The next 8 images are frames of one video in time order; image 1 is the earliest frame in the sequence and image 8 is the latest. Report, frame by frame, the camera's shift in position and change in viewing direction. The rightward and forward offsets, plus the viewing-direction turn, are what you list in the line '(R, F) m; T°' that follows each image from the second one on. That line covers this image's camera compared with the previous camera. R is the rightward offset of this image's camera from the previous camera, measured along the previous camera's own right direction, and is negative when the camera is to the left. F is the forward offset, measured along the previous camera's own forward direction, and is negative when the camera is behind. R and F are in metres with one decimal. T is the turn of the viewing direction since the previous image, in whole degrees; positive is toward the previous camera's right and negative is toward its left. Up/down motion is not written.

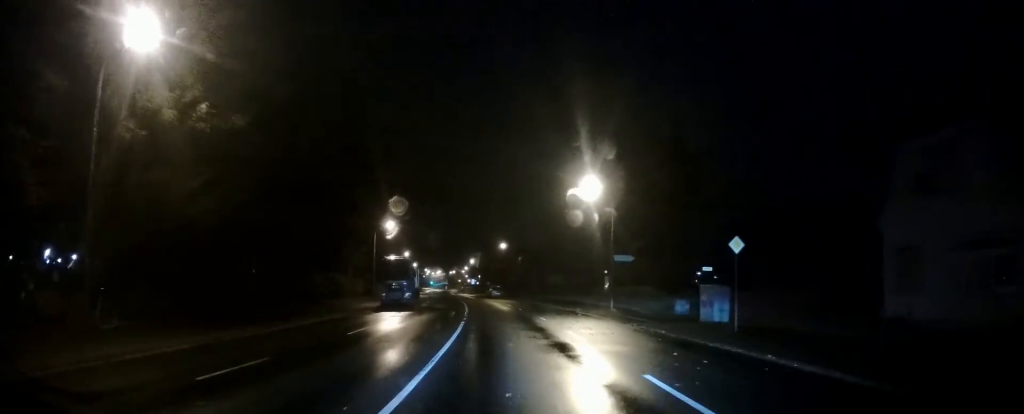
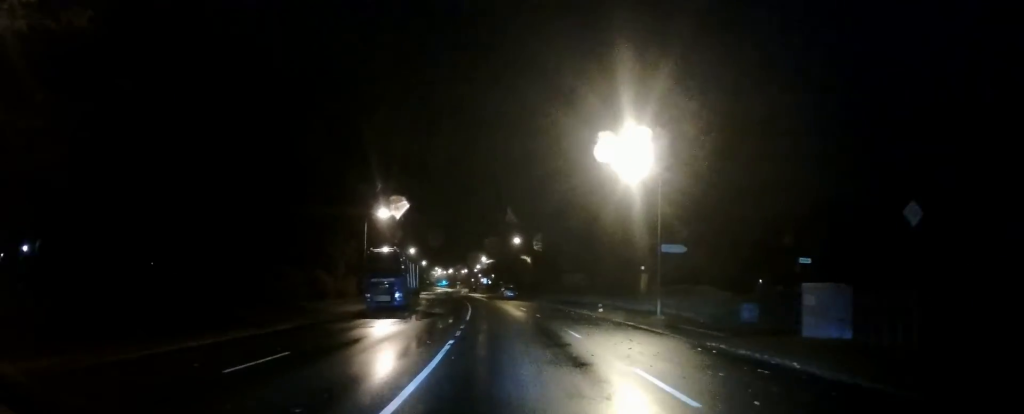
(0.0, +8.2) m; -2°
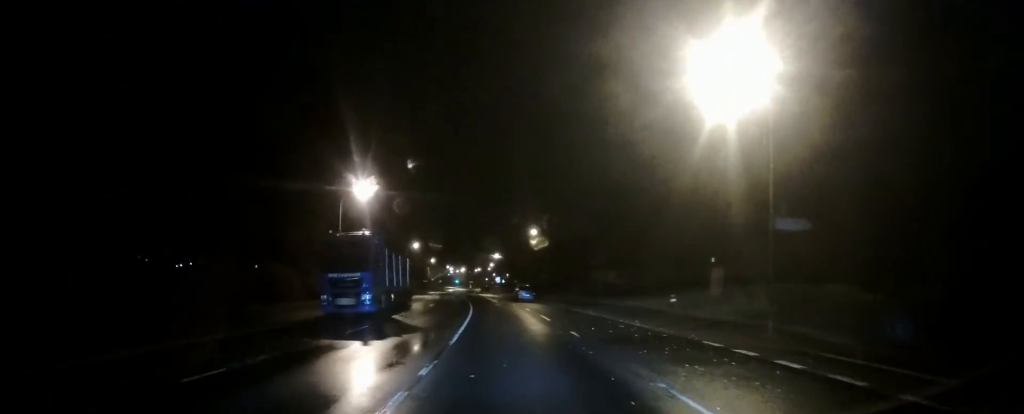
(-0.5, +10.4) m; -1°
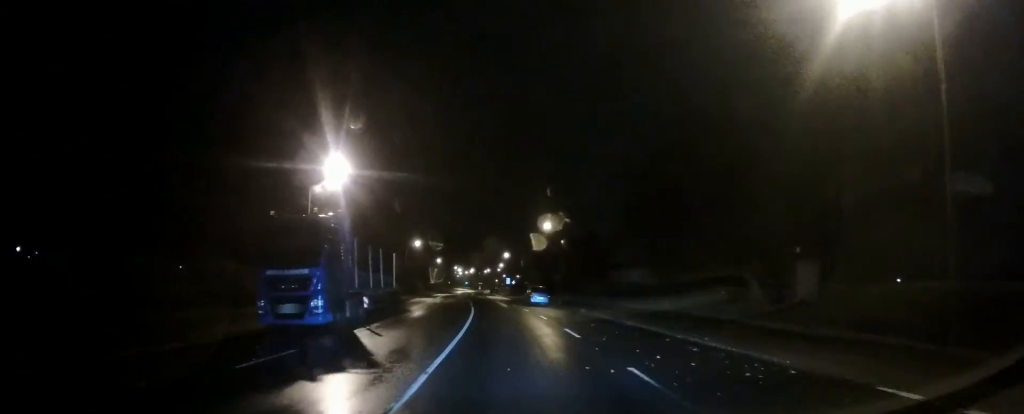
(+0.1, +7.3) m; -1°
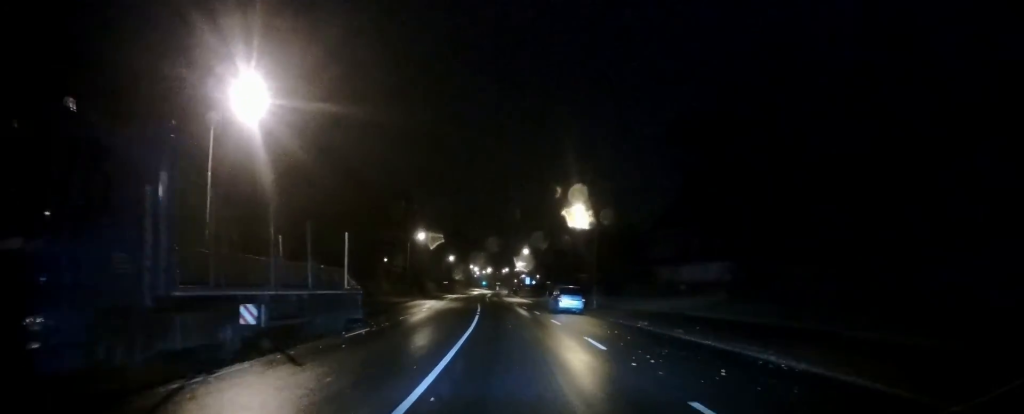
(0.0, +11.8) m; -2°
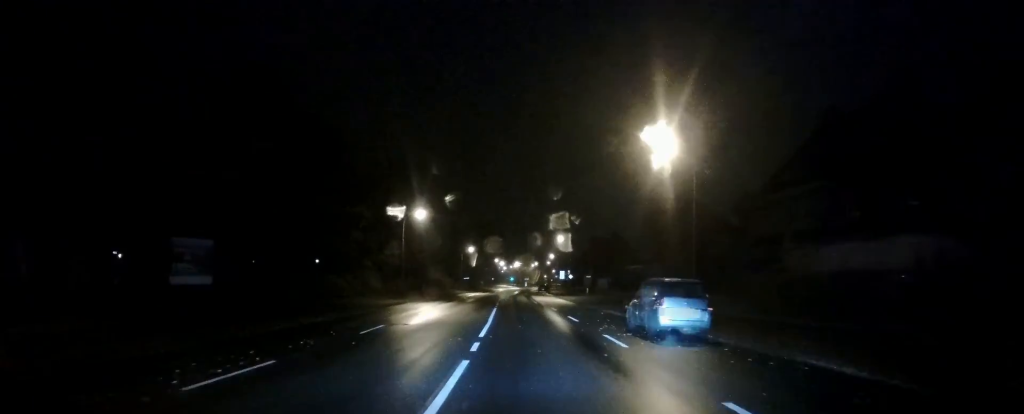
(-0.4, +18.0) m; -1°
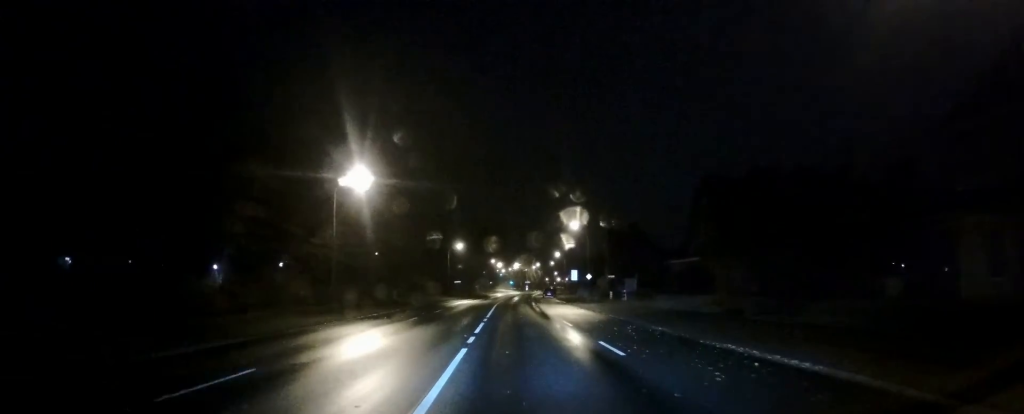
(0.0, +19.1) m; 0°
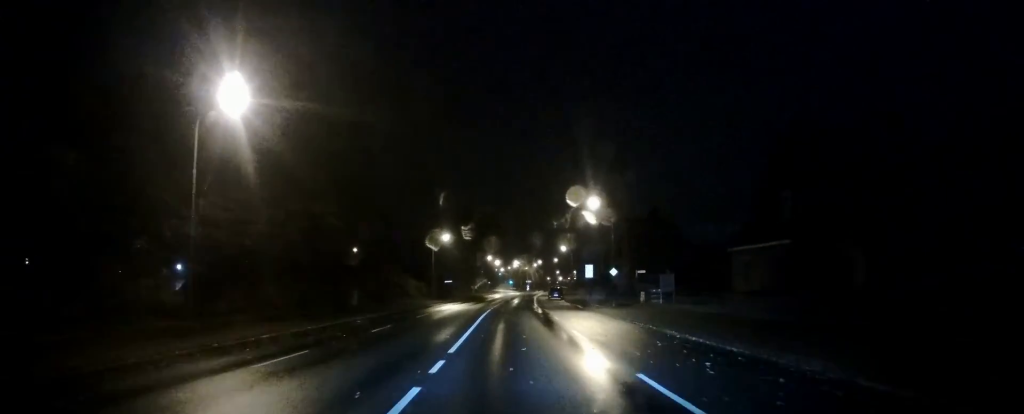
(+0.1, +14.5) m; -2°
